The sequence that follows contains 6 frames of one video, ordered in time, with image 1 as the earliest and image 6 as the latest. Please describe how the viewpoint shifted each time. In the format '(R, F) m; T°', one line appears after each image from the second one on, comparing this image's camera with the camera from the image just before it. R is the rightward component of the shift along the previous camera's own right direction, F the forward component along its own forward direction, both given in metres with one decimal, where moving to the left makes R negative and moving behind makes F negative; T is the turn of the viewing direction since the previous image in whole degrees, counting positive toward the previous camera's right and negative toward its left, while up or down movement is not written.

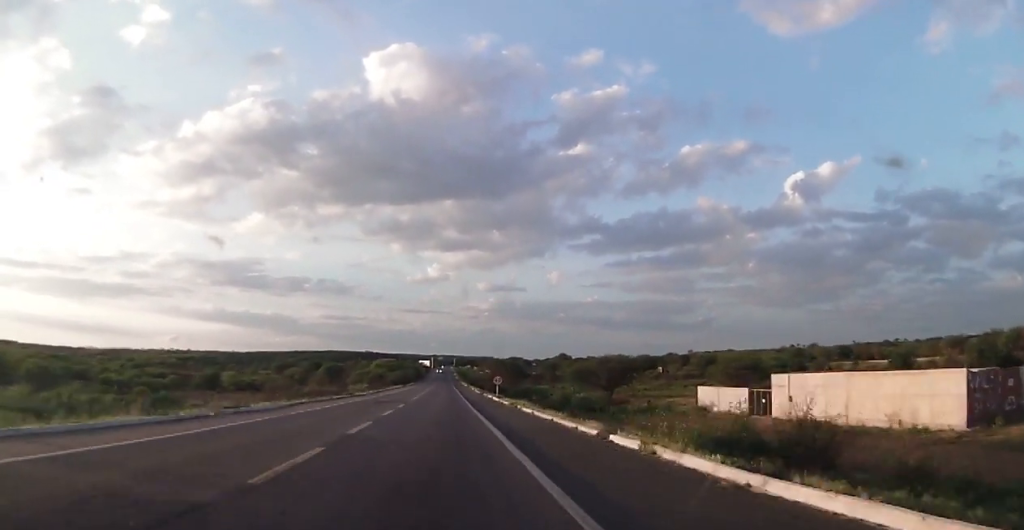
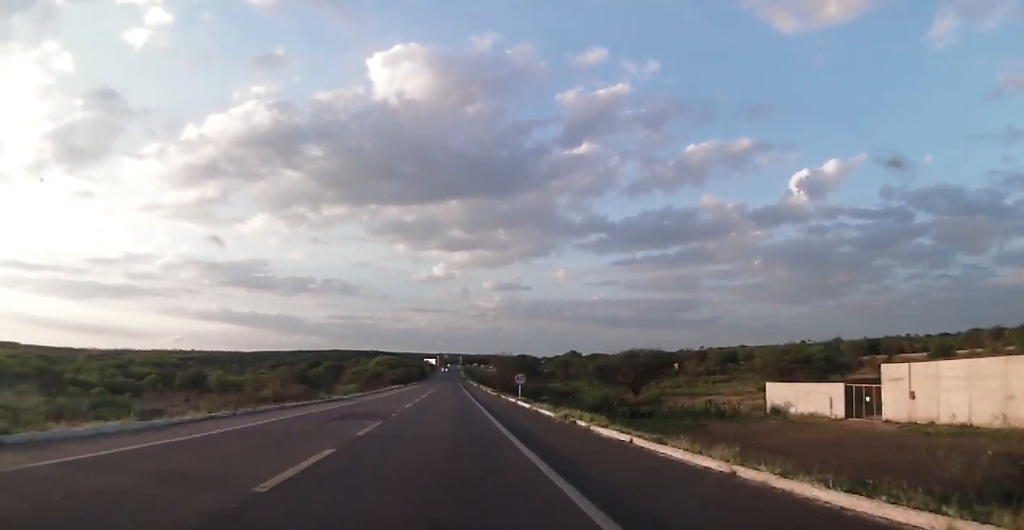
(0.0, +16.0) m; 0°
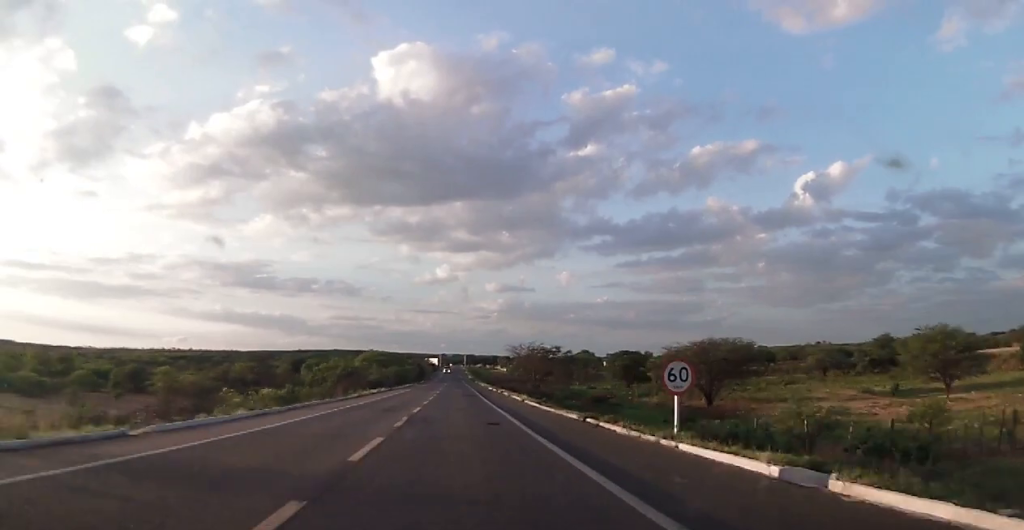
(0.0, +35.8) m; -1°
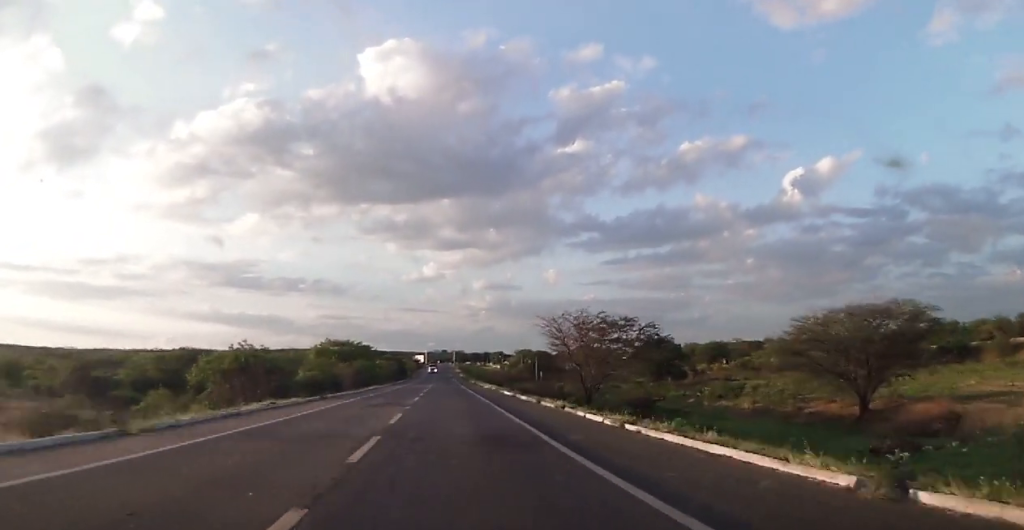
(-0.4, +39.1) m; 0°
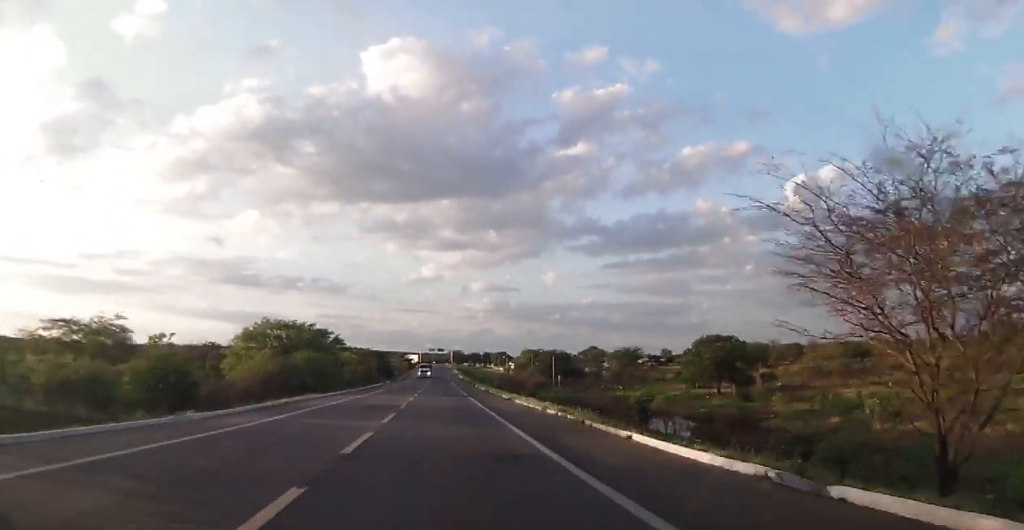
(+0.5, +38.5) m; +1°
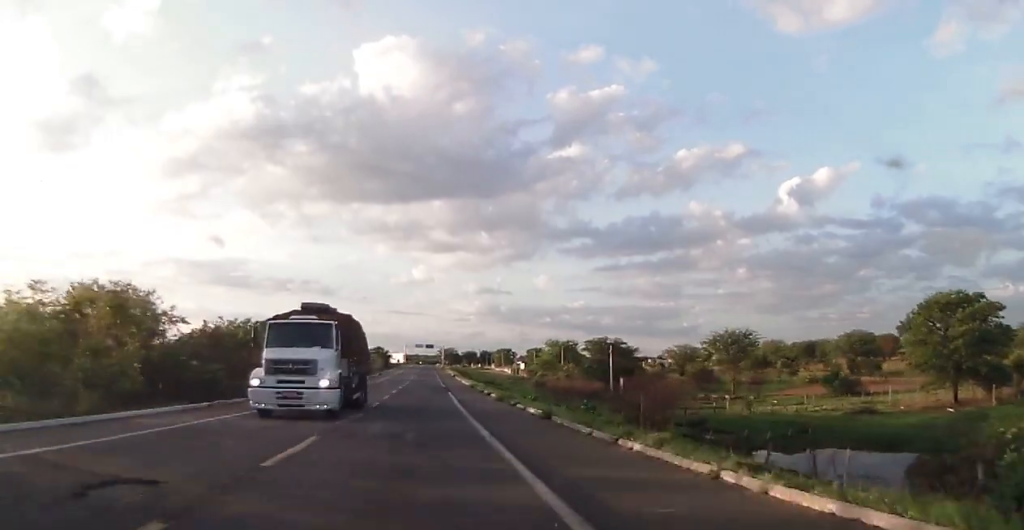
(0.0, +65.8) m; 0°
